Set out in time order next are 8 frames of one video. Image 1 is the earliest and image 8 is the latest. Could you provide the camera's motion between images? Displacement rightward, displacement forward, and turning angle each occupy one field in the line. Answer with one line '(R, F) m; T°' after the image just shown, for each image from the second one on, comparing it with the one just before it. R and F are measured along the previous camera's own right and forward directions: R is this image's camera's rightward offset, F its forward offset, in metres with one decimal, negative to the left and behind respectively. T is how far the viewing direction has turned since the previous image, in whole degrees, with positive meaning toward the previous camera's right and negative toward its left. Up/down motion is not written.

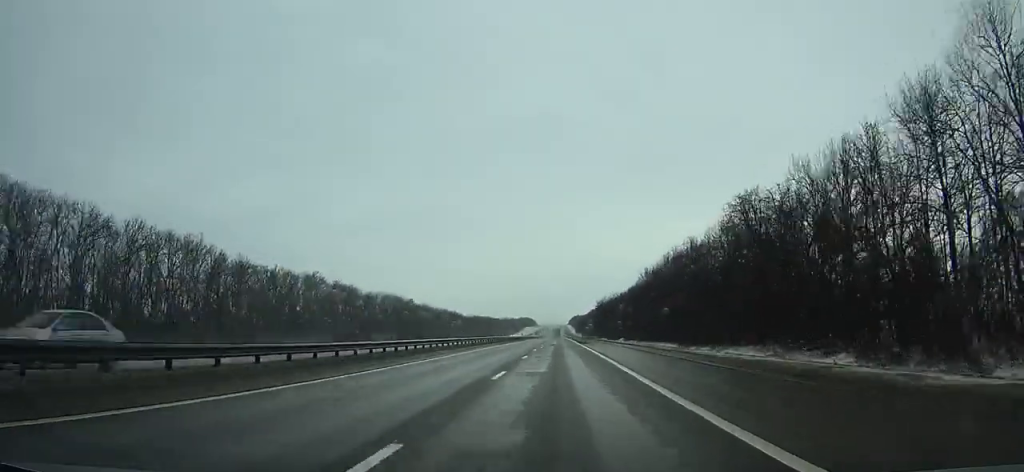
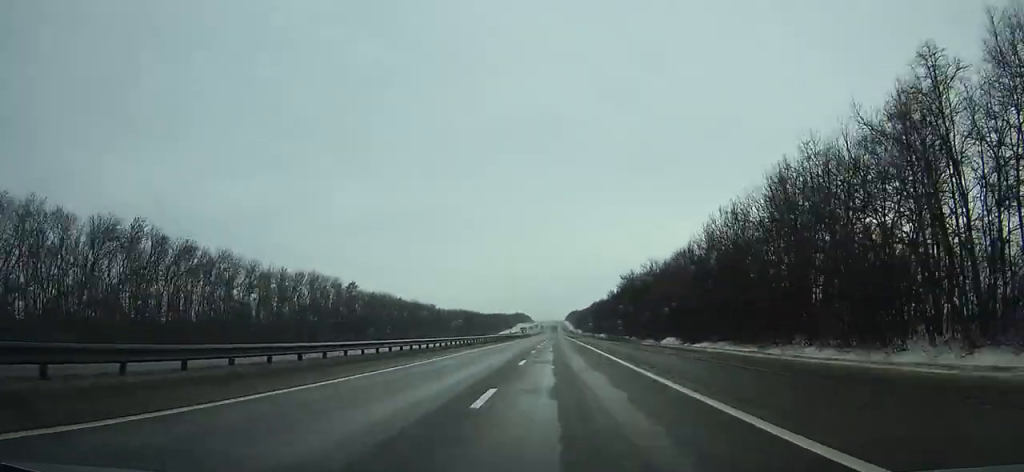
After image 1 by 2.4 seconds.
(0.0, +66.6) m; 0°
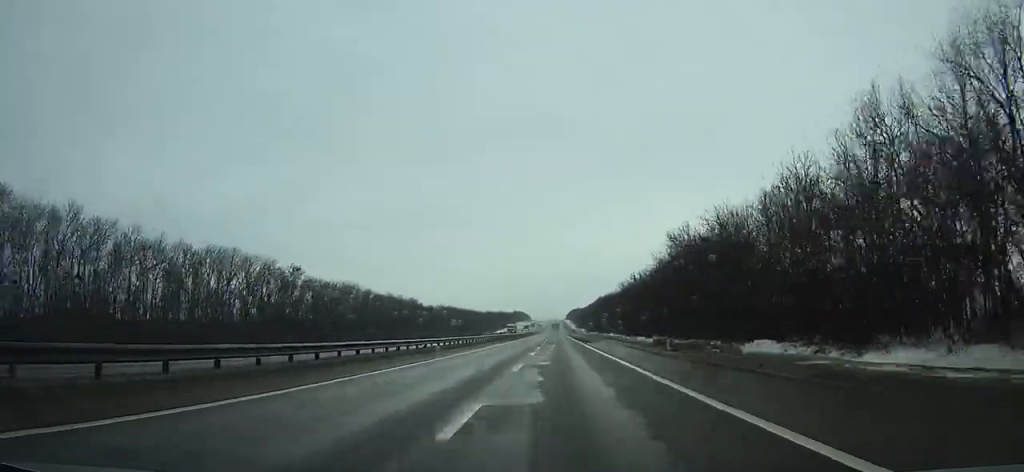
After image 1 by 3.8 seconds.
(+0.1, +38.9) m; 0°
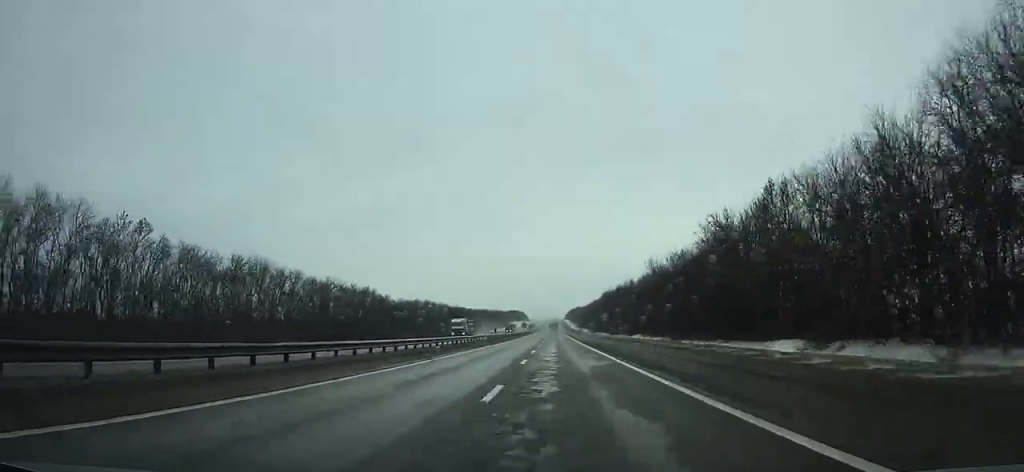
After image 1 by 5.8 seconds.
(0.0, +55.9) m; 0°
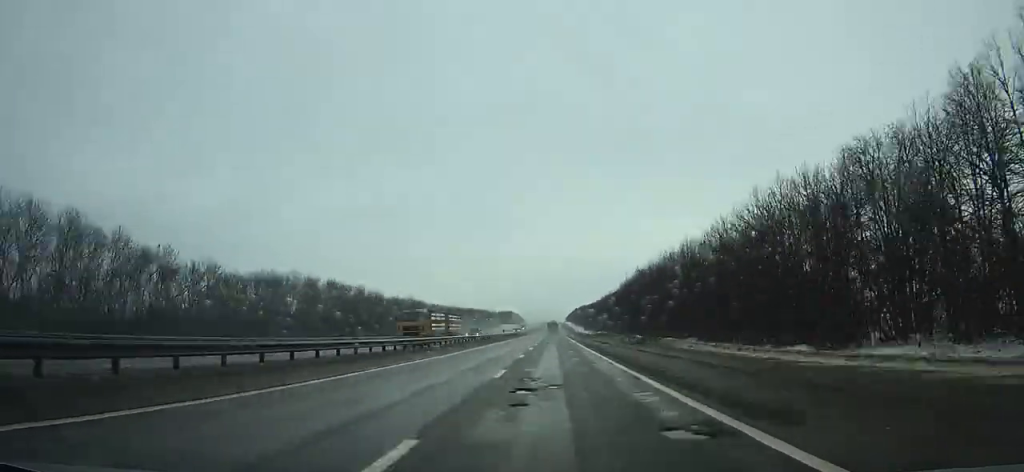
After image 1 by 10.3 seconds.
(-0.1, +127.4) m; 0°
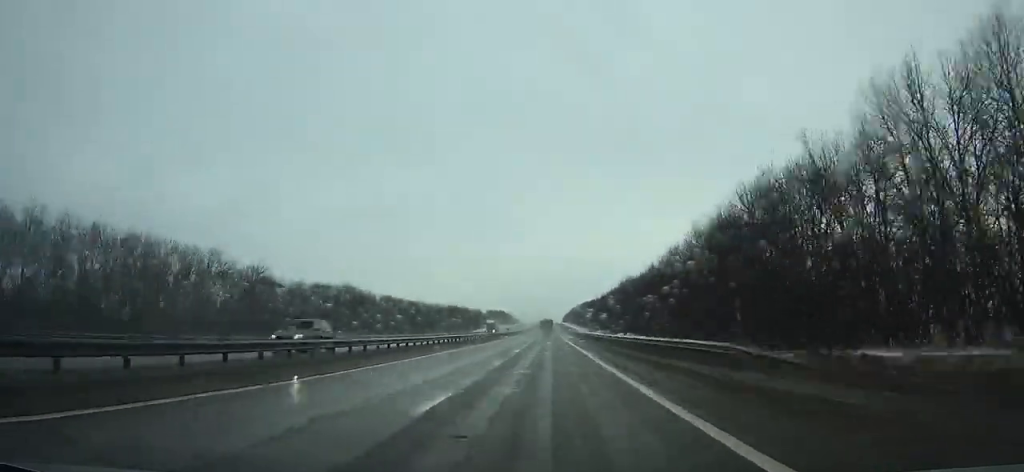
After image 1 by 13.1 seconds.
(+0.5, +80.4) m; 0°
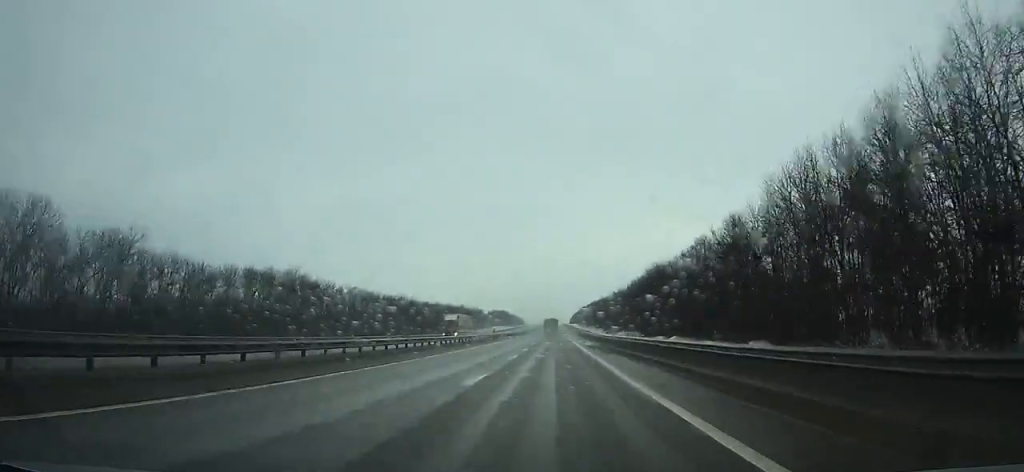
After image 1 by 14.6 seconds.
(-0.3, +43.5) m; 0°
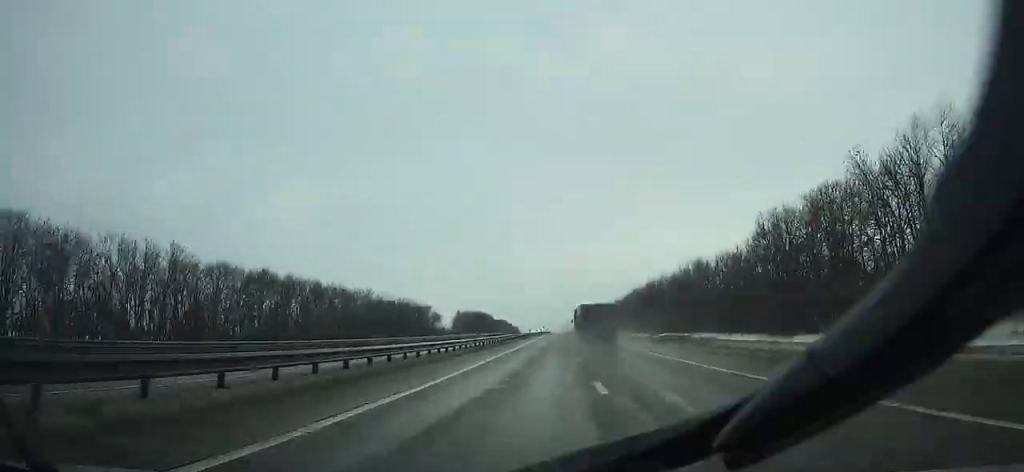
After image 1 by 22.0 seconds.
(-2.8, +216.5) m; -1°
